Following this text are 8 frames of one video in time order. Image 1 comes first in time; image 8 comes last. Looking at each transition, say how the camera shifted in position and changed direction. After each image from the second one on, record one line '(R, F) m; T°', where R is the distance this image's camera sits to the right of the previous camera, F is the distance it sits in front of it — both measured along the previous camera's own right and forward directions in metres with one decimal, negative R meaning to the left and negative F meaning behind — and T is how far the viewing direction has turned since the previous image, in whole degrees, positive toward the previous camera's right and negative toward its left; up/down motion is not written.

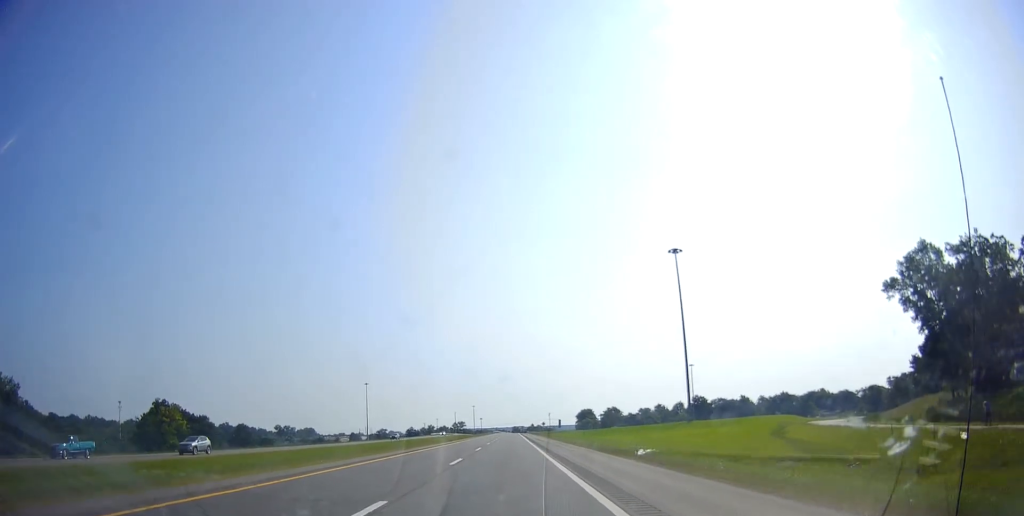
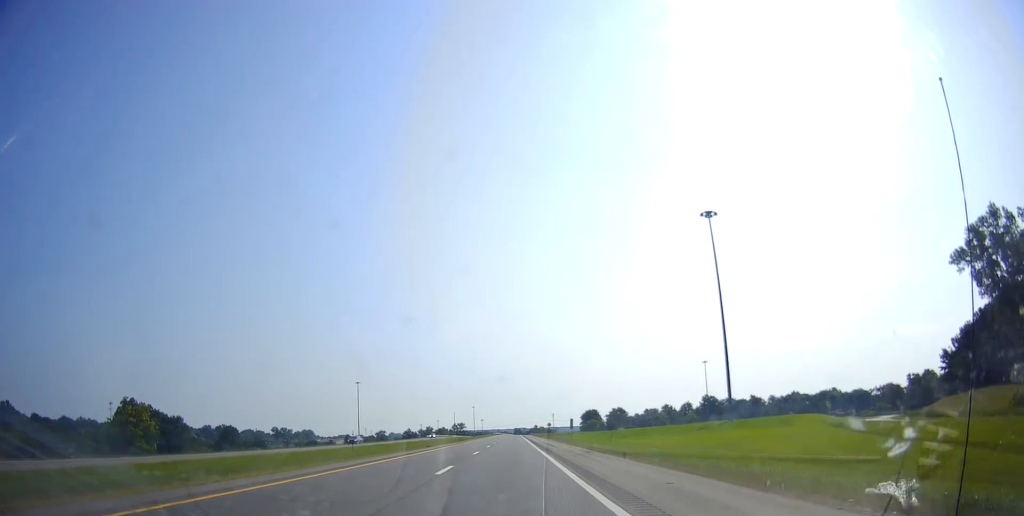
(0.0, +19.2) m; 0°
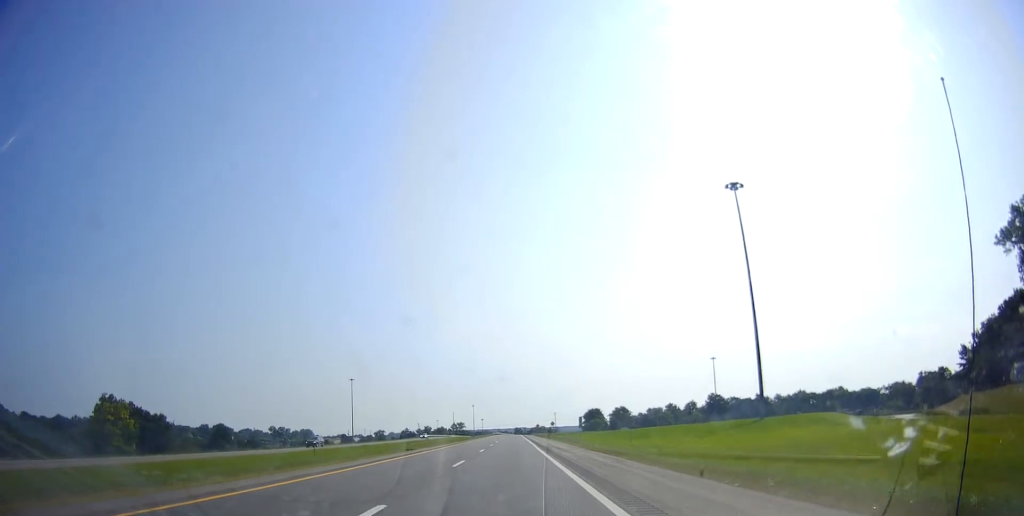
(0.0, +11.1) m; 0°
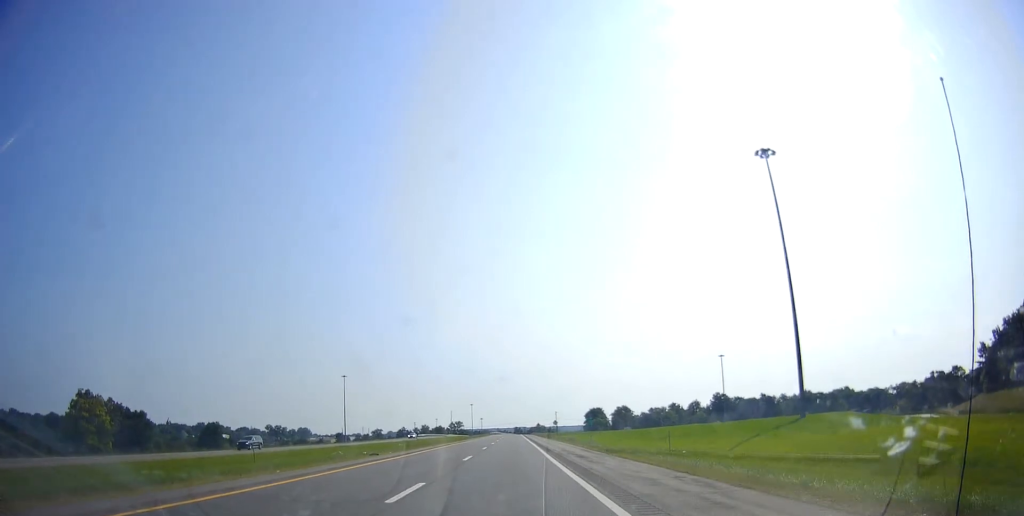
(0.0, +11.1) m; 0°
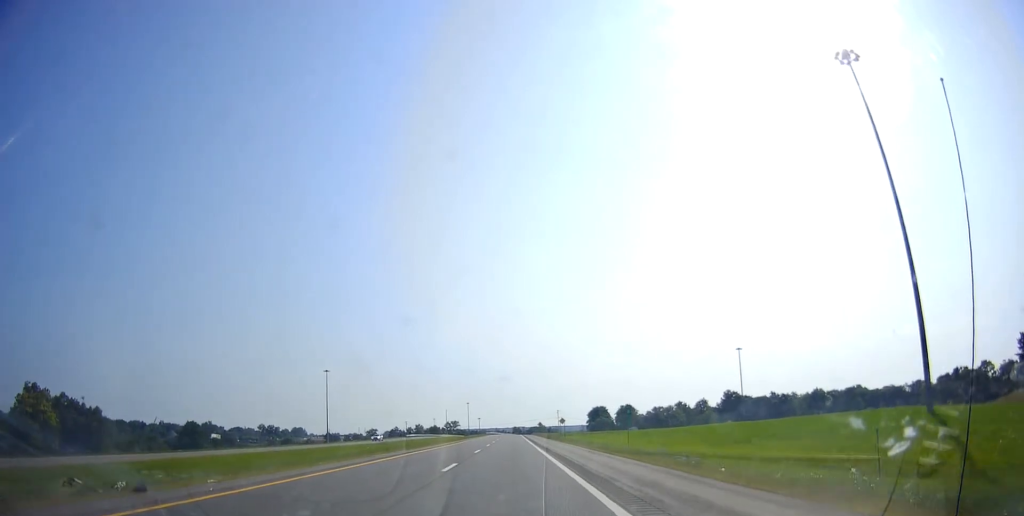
(0.0, +22.2) m; +1°
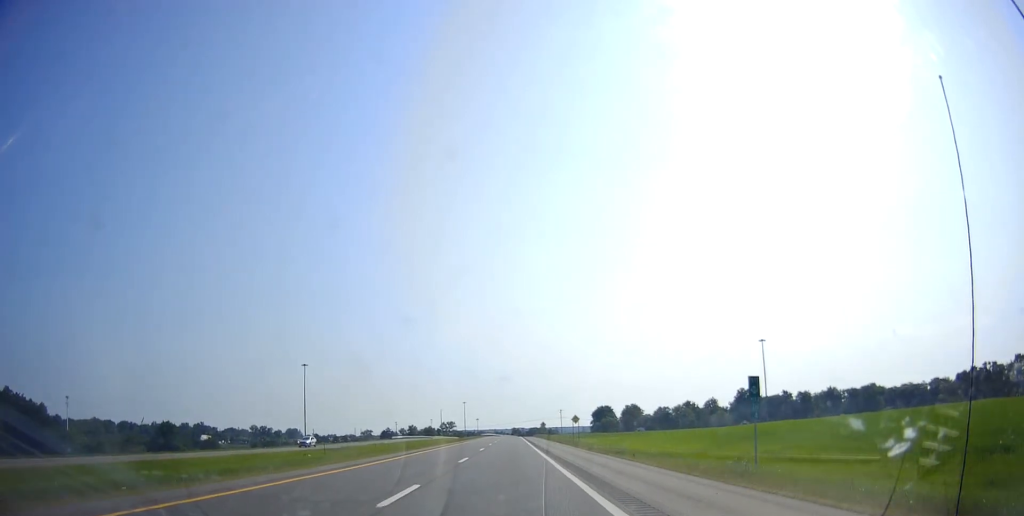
(+0.6, +23.7) m; 0°
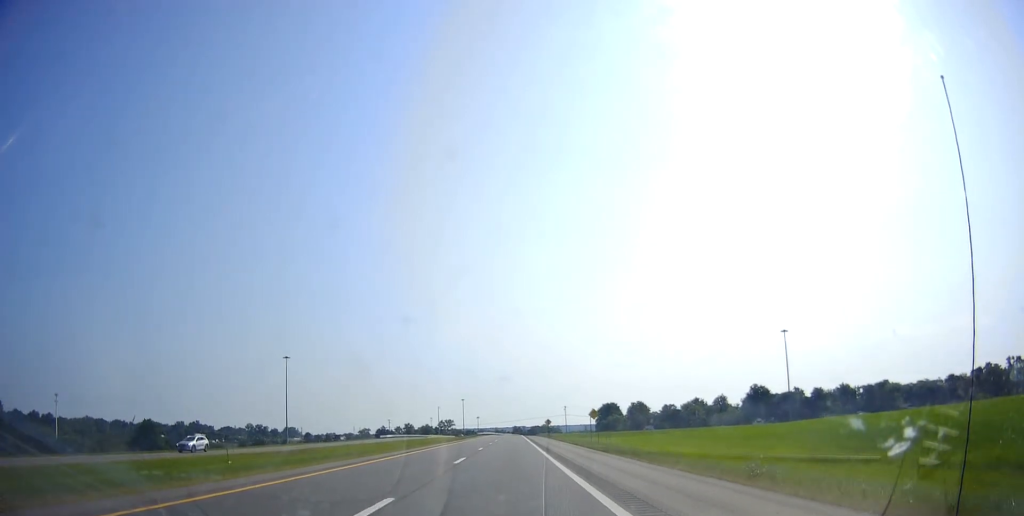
(-0.3, +17.8) m; -1°
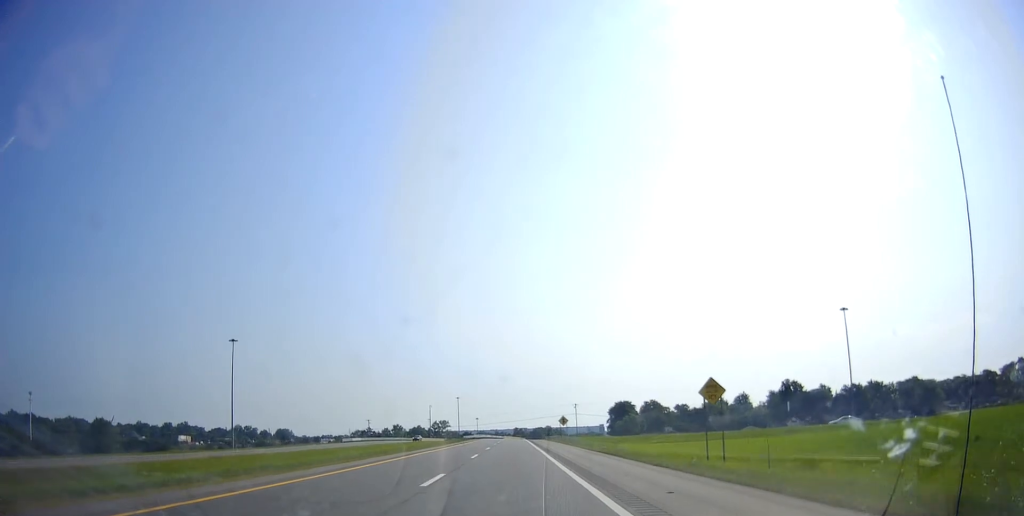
(-0.7, +38.6) m; -2°
